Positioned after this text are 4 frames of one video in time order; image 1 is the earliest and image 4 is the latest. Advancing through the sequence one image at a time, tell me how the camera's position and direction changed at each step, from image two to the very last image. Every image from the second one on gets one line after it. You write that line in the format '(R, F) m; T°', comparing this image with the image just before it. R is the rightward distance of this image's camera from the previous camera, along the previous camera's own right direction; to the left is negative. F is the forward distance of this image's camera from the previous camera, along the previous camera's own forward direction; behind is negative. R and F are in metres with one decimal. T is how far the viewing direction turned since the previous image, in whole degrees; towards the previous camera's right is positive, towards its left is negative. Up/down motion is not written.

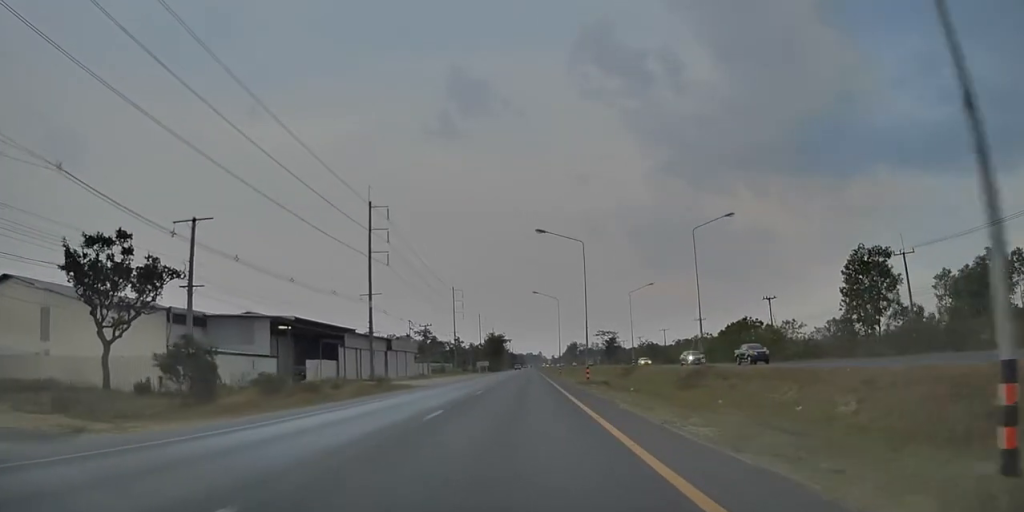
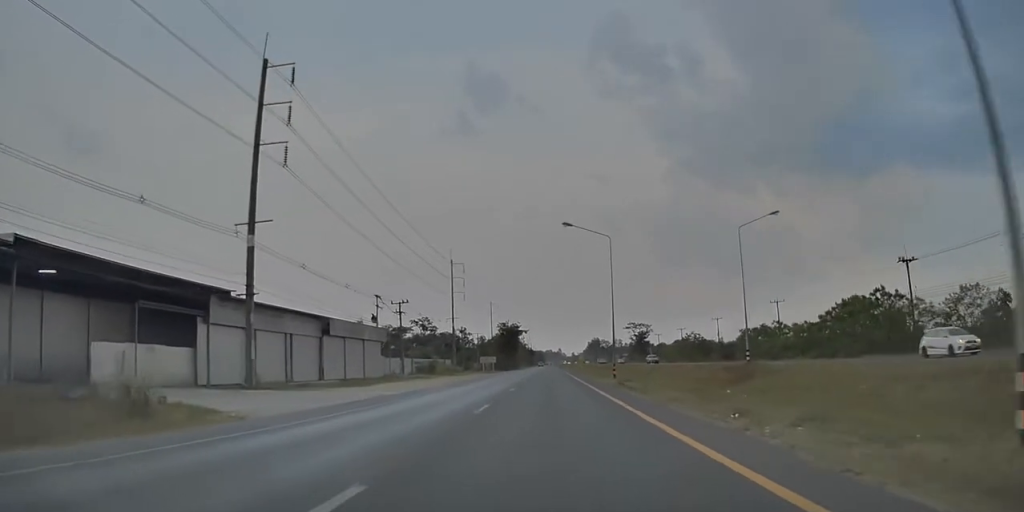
(-0.1, +39.2) m; -3°
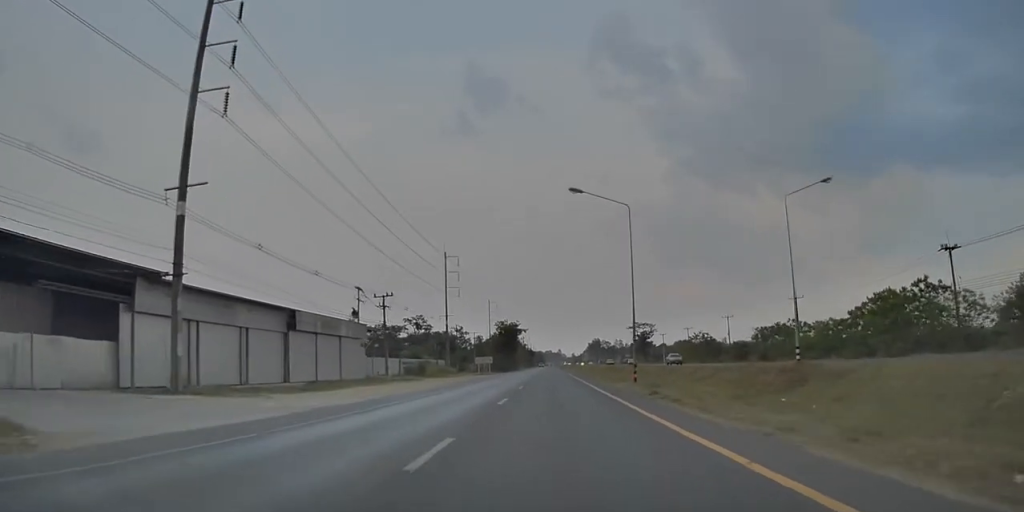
(-0.3, +9.2) m; +1°
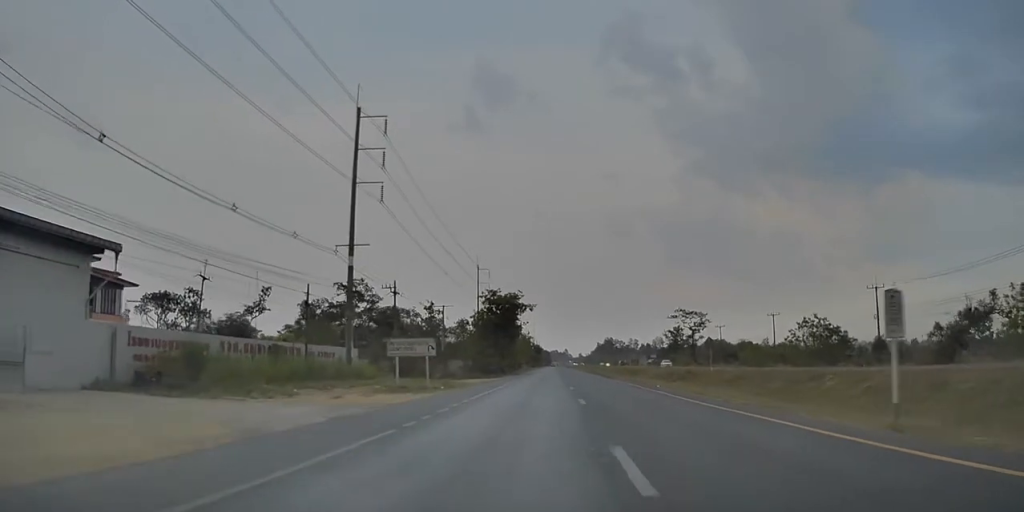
(+0.1, +65.0) m; +4°
